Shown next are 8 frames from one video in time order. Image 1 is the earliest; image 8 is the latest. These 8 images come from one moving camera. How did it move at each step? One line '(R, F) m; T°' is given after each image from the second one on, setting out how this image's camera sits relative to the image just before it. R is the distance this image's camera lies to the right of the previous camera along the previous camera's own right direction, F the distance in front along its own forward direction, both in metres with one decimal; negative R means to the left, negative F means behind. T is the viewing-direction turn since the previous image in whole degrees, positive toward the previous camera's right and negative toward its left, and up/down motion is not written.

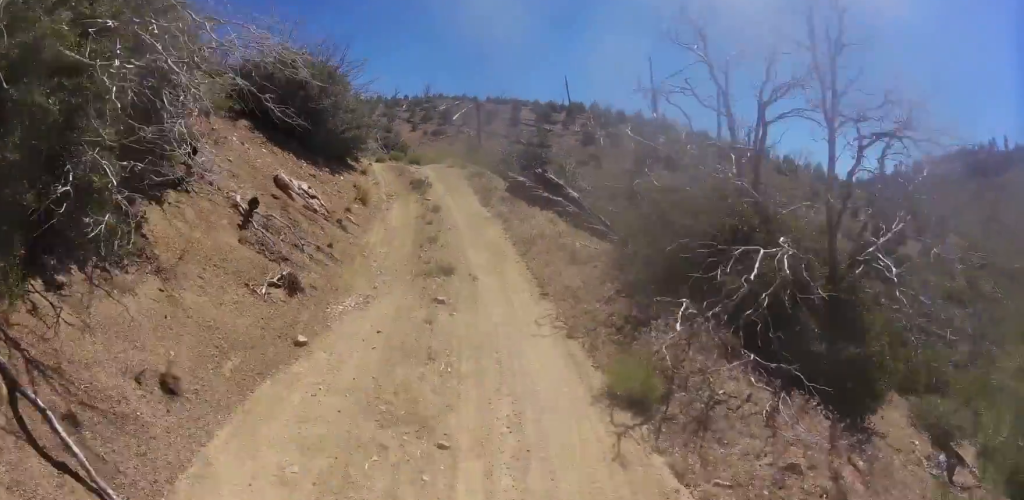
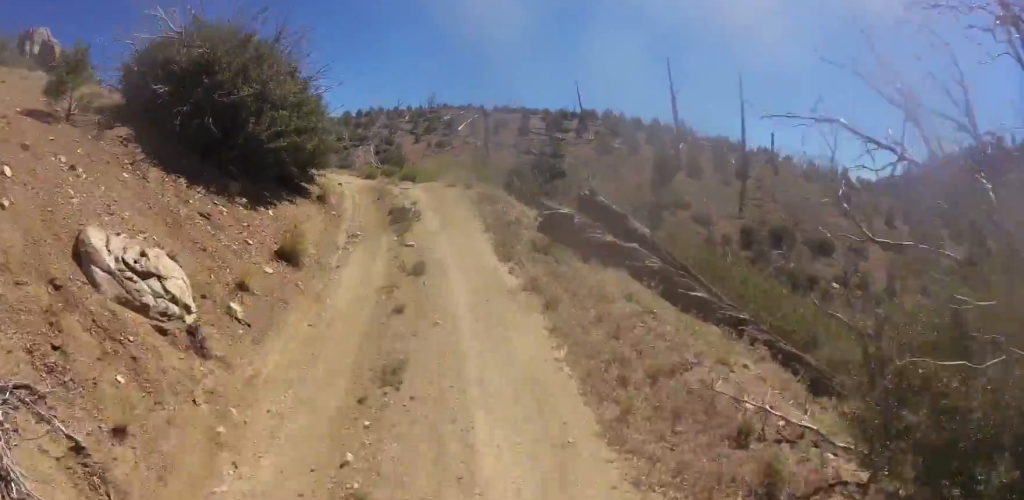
(-0.1, +5.9) m; -1°
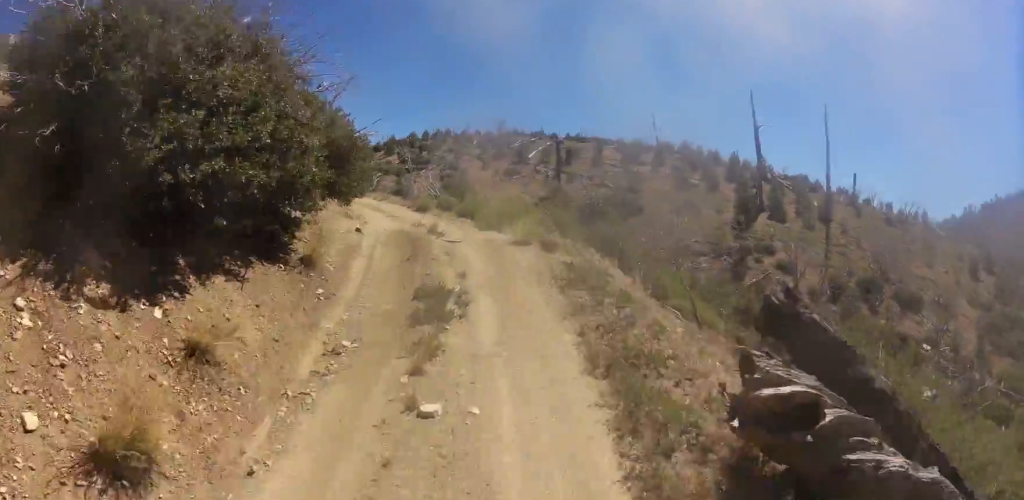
(+0.3, +5.2) m; -5°
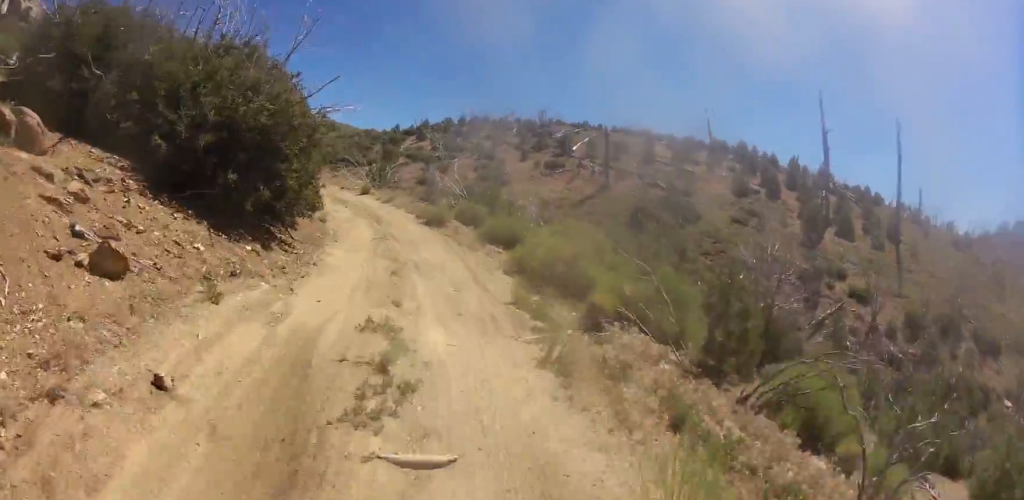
(-0.7, +7.6) m; -5°
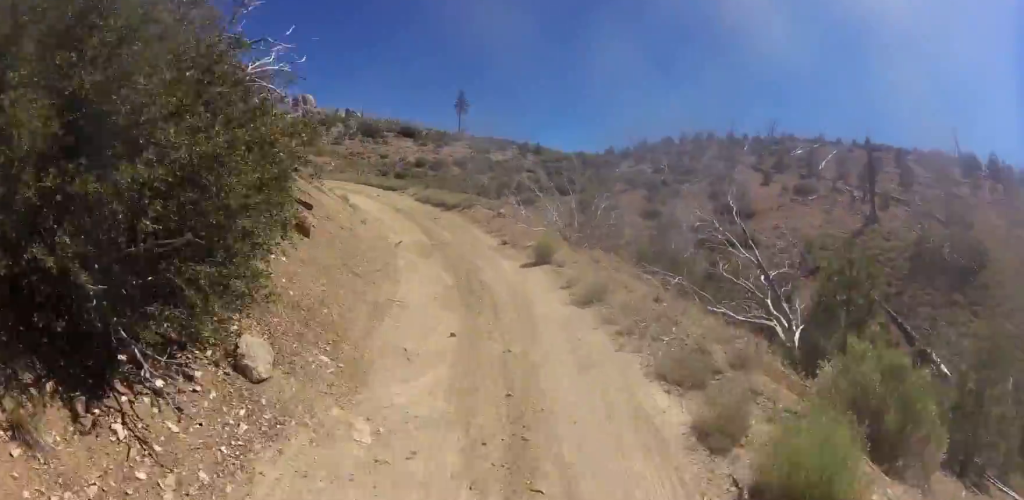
(-0.2, +14.2) m; -14°
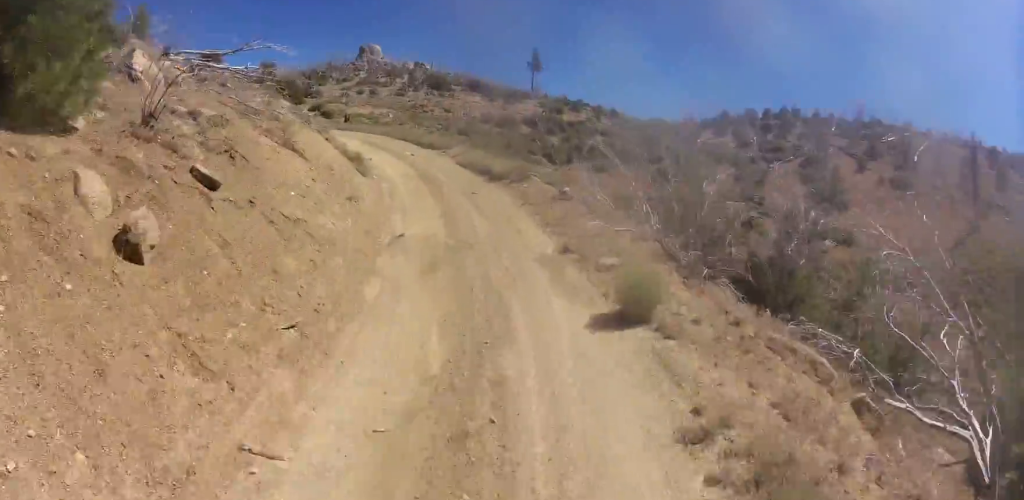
(-1.6, +5.0) m; -8°
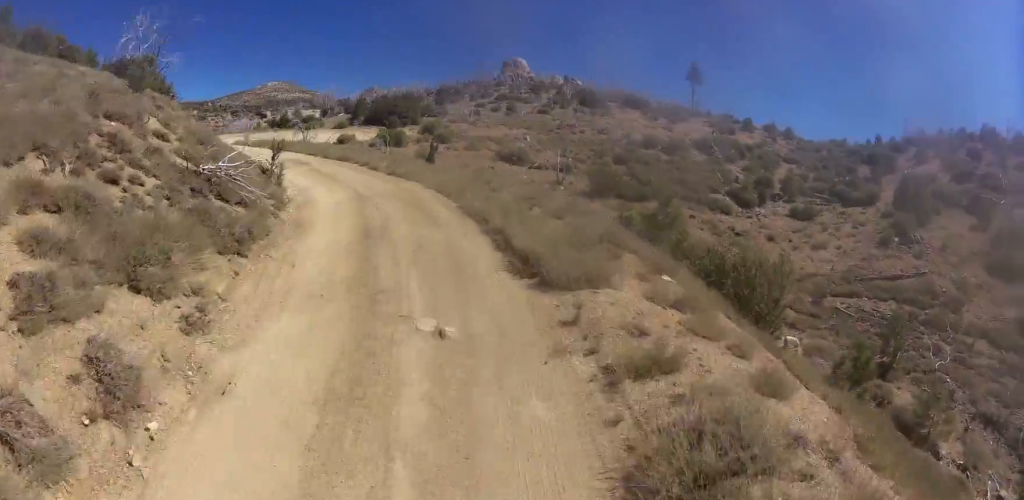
(-3.2, +15.5) m; -29°
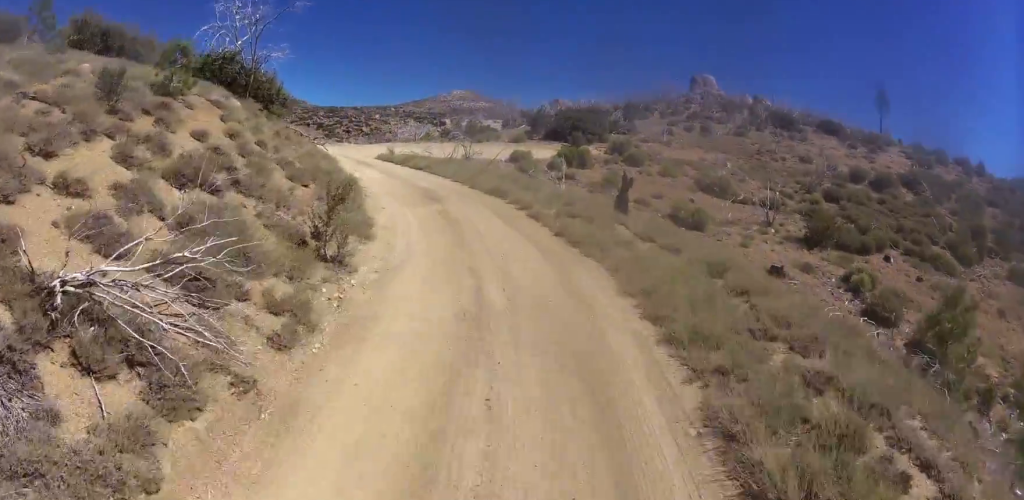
(-1.3, +7.0) m; -13°
